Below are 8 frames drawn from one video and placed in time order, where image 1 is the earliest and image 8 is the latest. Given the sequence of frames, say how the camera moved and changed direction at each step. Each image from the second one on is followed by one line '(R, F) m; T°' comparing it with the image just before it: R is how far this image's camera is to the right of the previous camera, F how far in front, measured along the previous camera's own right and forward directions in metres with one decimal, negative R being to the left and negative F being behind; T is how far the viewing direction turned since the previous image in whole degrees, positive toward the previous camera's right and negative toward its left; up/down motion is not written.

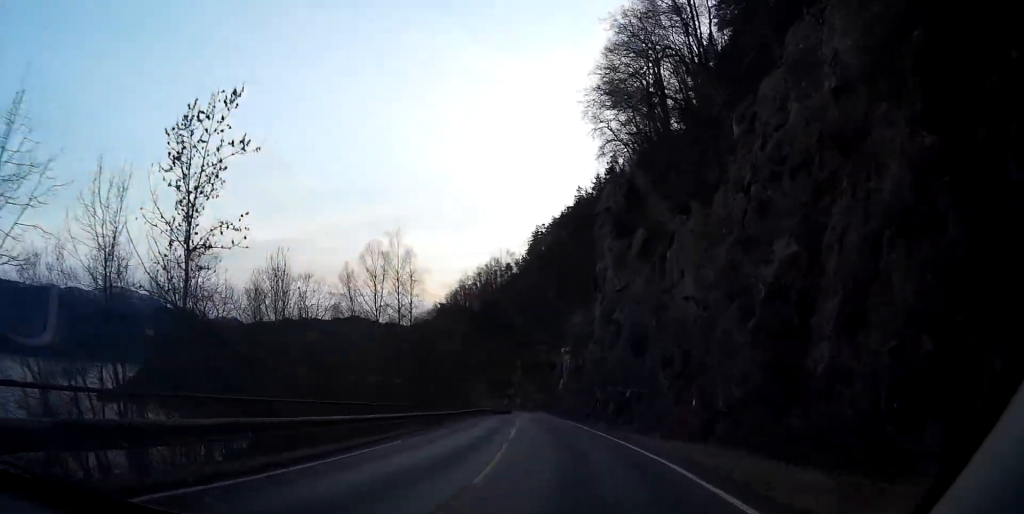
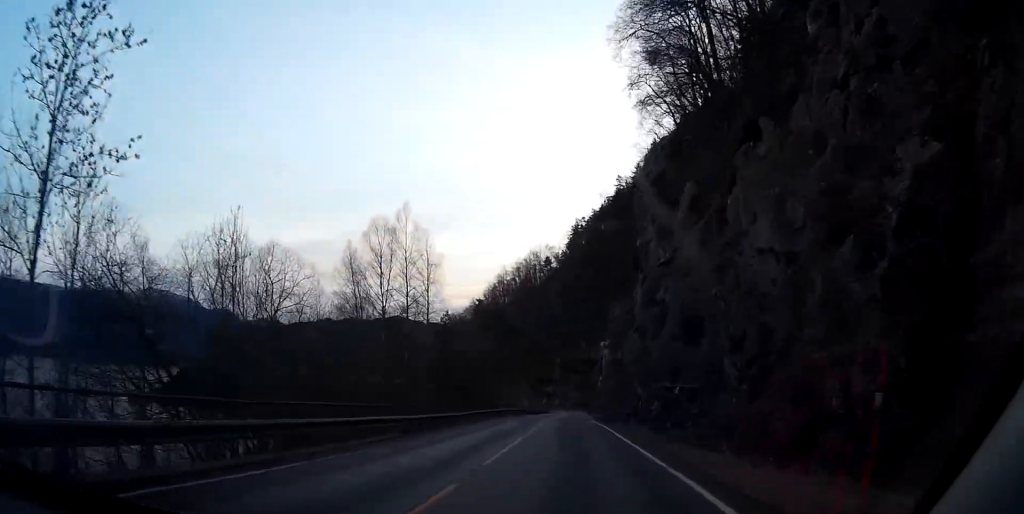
(-0.2, +9.3) m; -2°
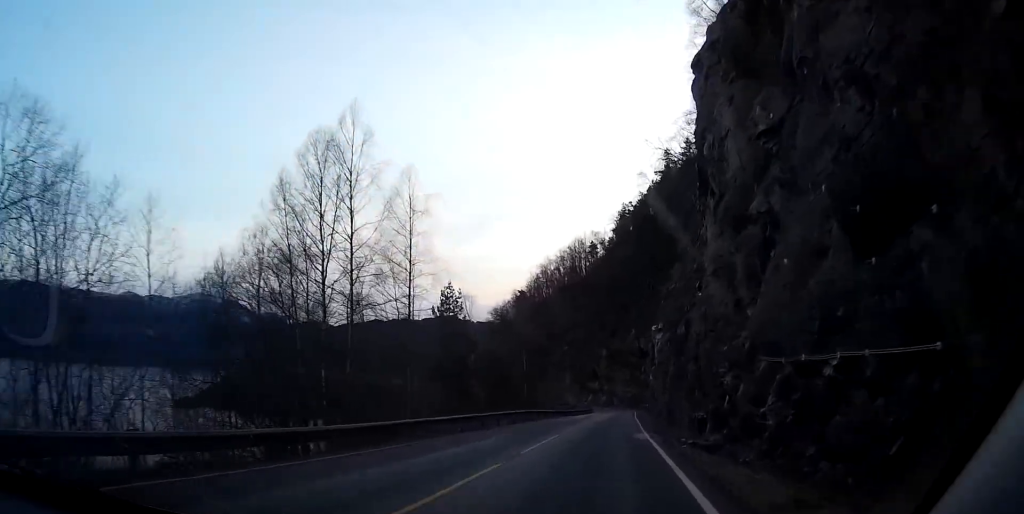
(-0.6, +20.3) m; -4°
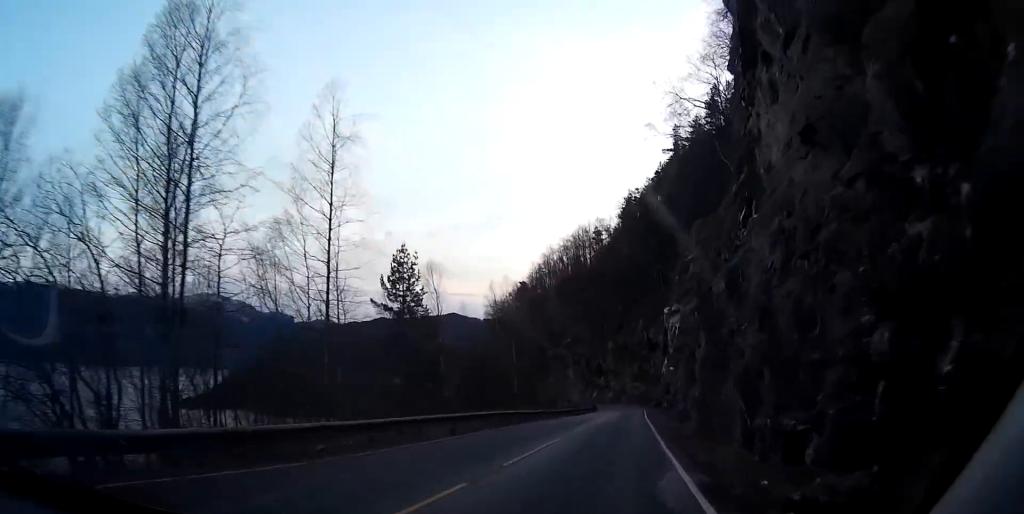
(-0.4, +15.0) m; -1°
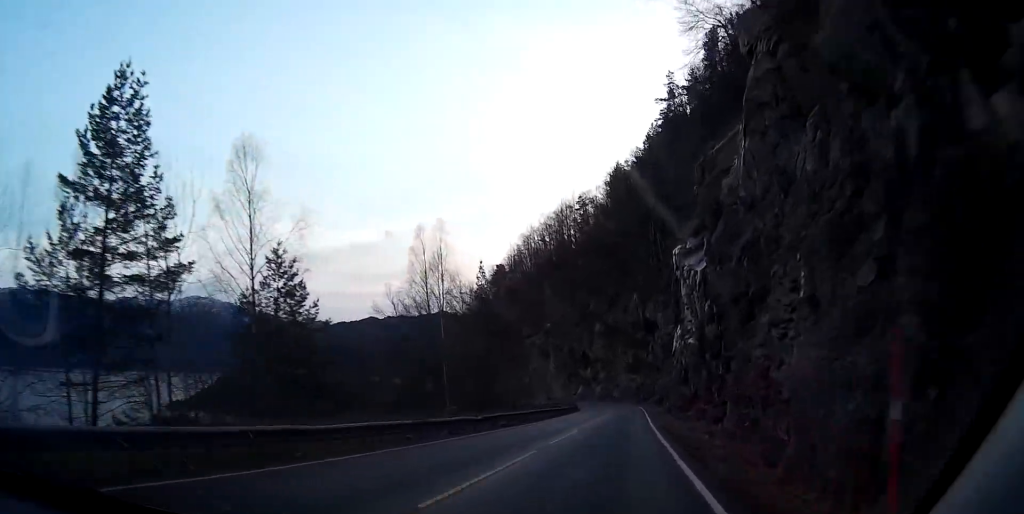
(+0.2, +29.4) m; 0°
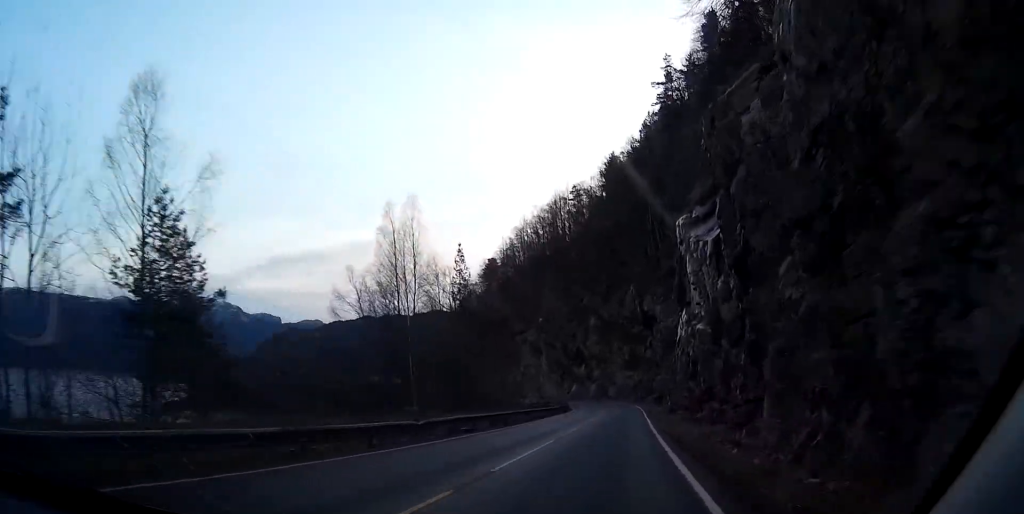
(0.0, +7.6) m; 0°
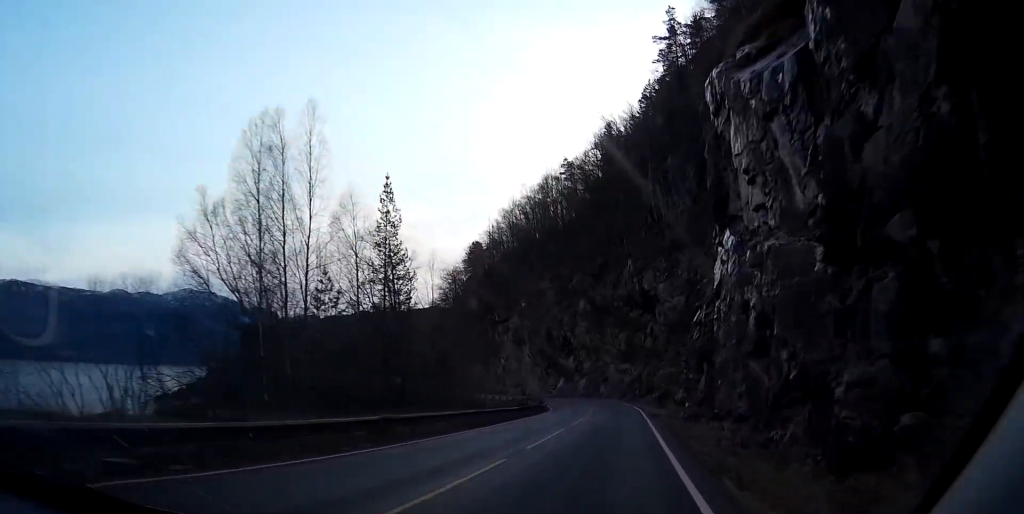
(0.0, +19.4) m; +1°
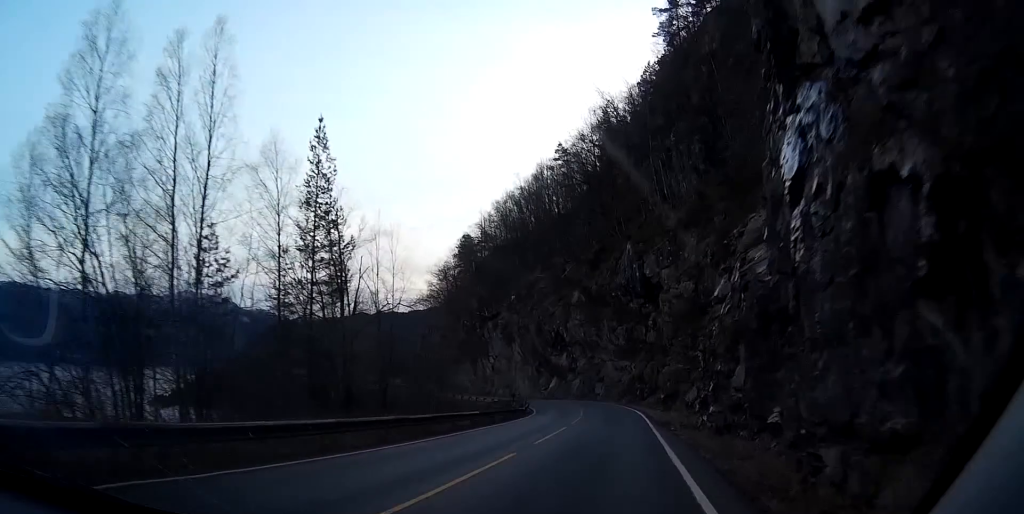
(+0.1, +10.8) m; +1°
